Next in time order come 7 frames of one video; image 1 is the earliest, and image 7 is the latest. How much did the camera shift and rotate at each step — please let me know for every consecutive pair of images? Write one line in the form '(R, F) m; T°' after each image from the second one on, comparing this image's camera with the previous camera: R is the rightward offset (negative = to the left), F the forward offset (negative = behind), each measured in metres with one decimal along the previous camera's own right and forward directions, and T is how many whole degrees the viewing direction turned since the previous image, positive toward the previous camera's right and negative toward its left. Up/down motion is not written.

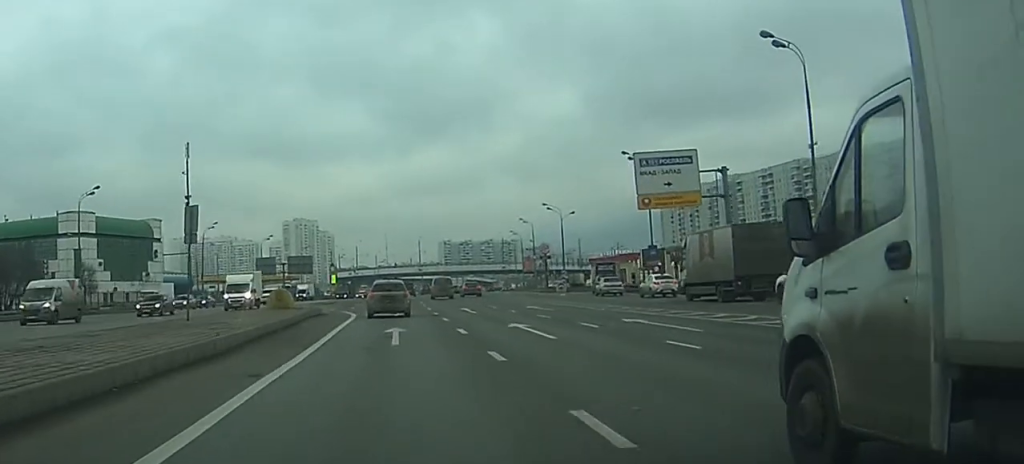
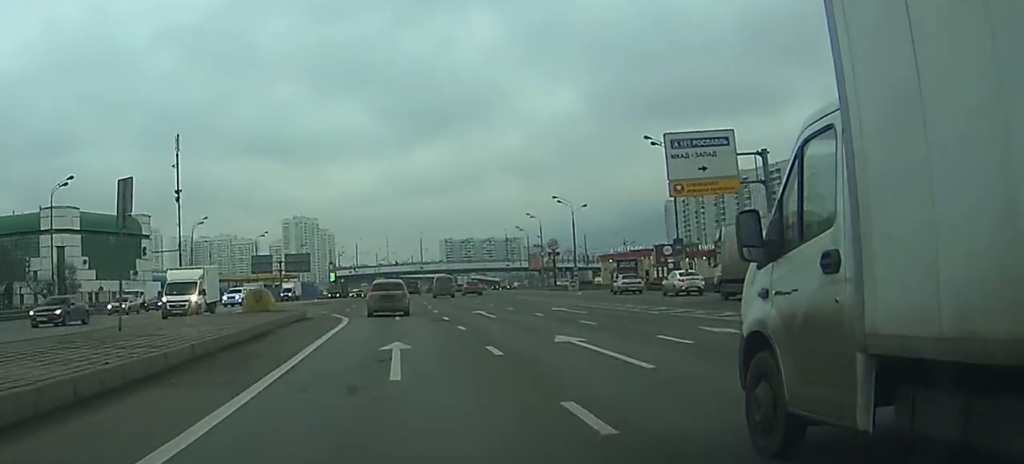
(0.0, +7.4) m; 0°
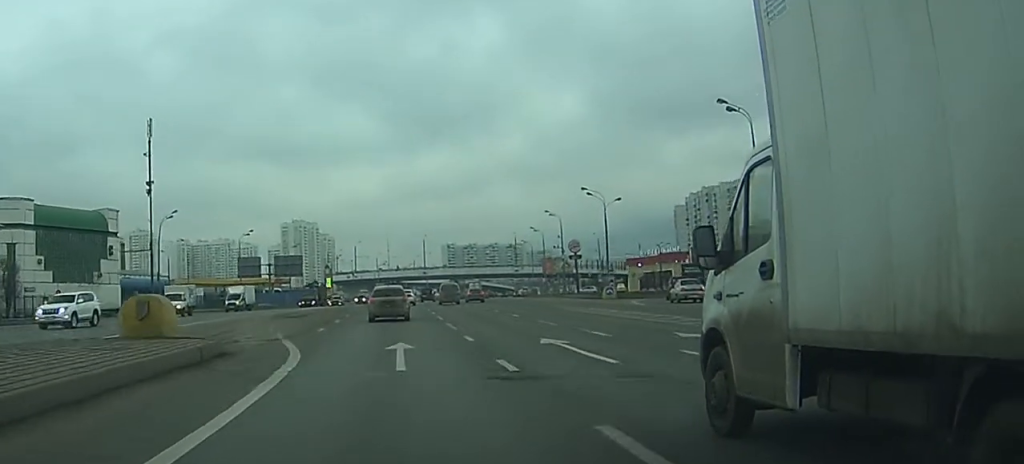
(0.0, +17.3) m; 0°
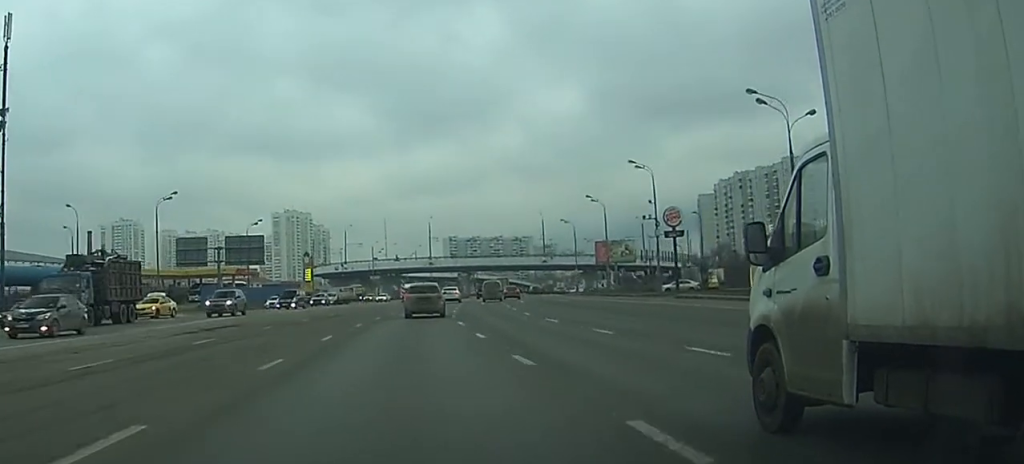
(-0.1, +47.9) m; 0°
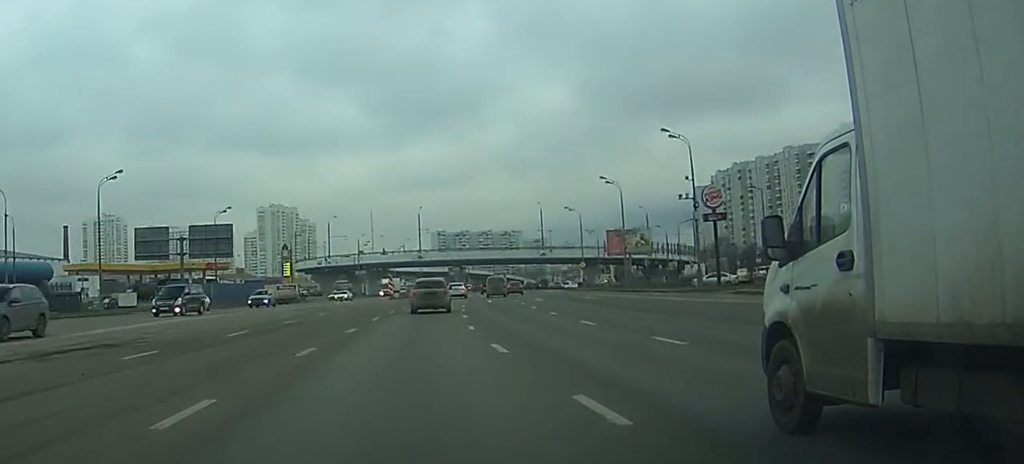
(0.0, +14.7) m; 0°
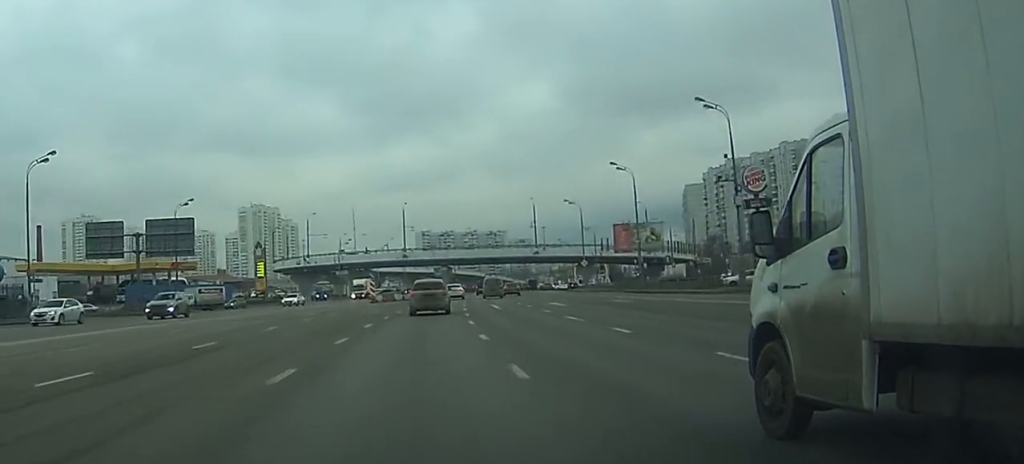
(+0.1, +12.2) m; 0°
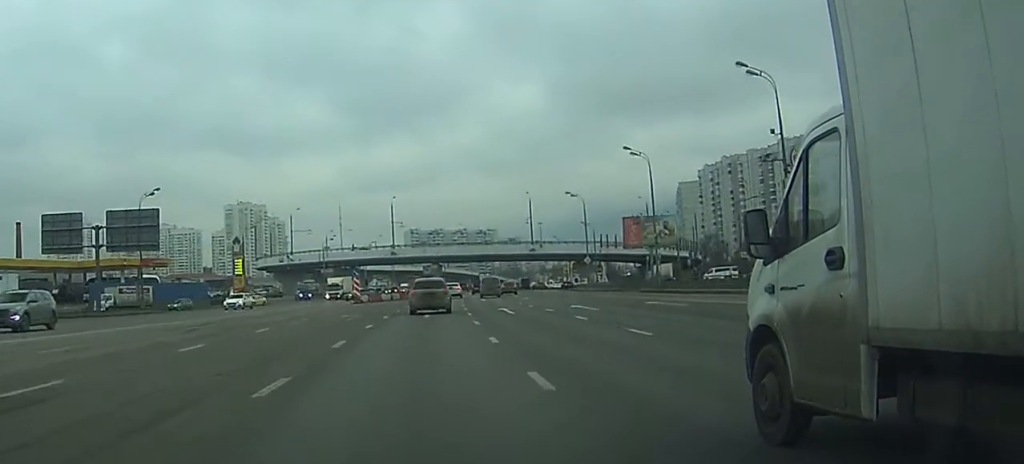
(0.0, +9.6) m; 0°
